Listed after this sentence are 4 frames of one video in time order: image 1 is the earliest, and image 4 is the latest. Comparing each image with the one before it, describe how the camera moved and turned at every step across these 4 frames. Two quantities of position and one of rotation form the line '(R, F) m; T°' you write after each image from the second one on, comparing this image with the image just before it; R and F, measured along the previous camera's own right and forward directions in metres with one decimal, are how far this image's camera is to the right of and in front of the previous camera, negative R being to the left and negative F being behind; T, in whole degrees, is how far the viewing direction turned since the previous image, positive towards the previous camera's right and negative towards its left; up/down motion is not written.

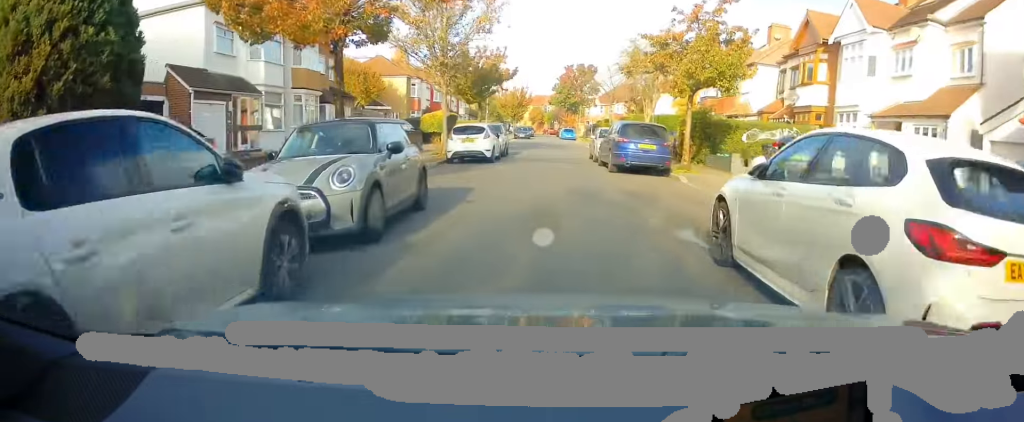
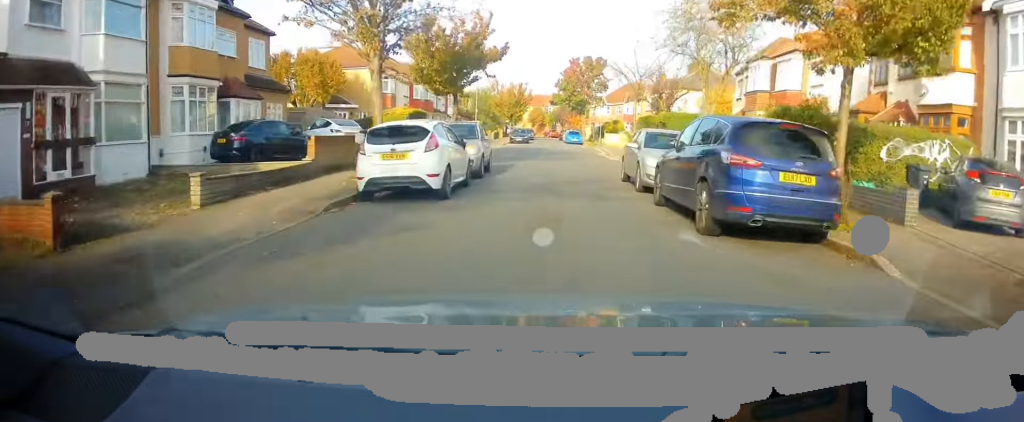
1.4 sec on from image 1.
(-0.2, +10.1) m; -3°
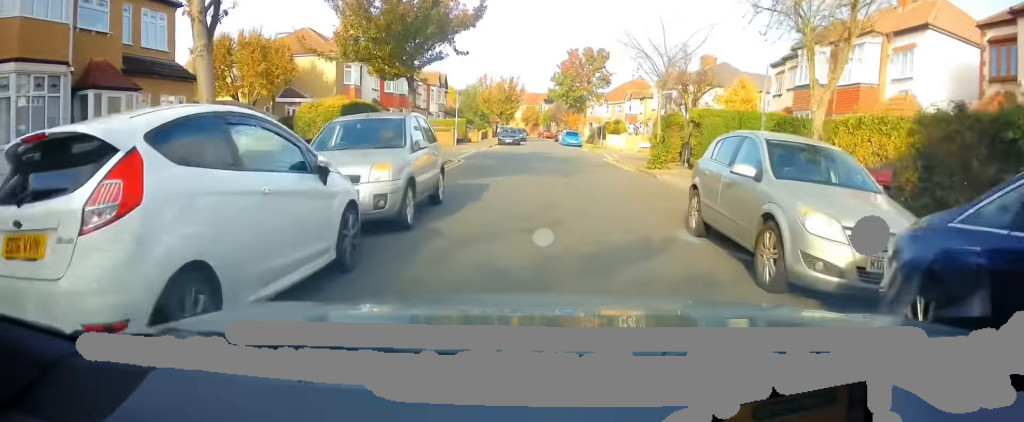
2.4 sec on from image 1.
(-0.1, +7.6) m; +1°
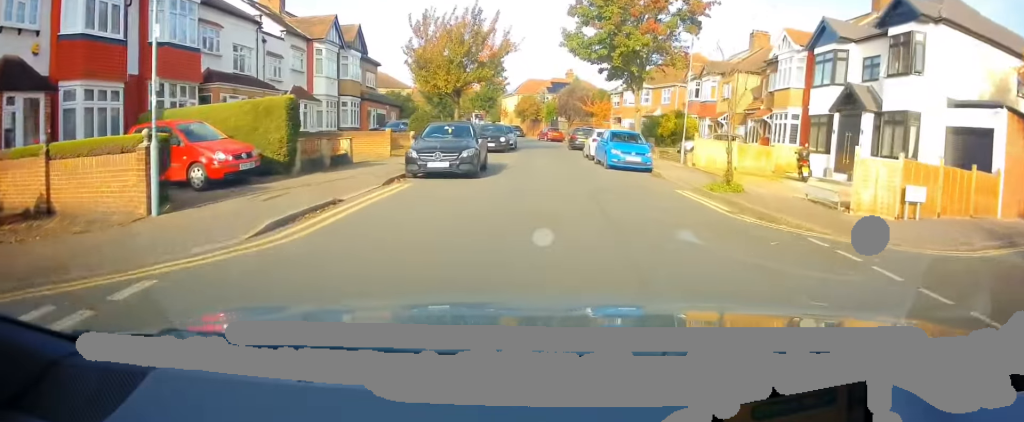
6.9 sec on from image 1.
(+0.4, +33.2) m; -2°
